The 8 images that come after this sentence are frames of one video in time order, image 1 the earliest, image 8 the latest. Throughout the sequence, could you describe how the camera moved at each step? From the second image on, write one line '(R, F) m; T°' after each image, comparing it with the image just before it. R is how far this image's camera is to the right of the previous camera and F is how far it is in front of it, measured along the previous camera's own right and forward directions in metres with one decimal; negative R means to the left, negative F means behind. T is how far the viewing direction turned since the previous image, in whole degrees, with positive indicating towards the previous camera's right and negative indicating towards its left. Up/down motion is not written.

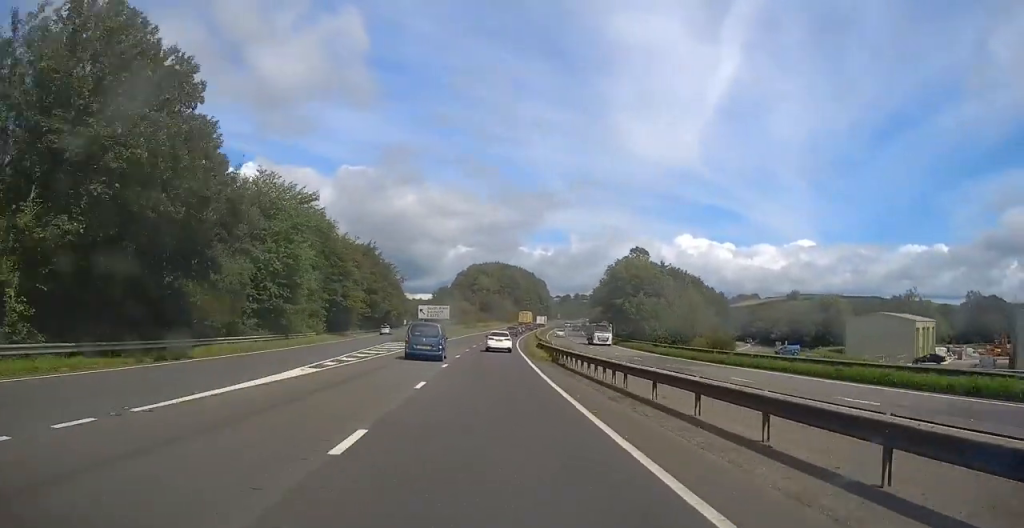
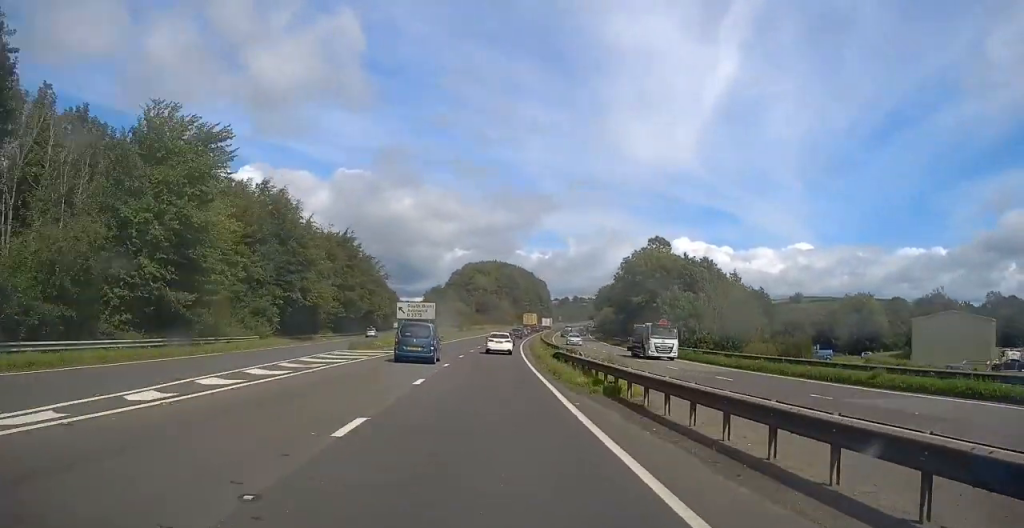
(0.0, +17.5) m; 0°
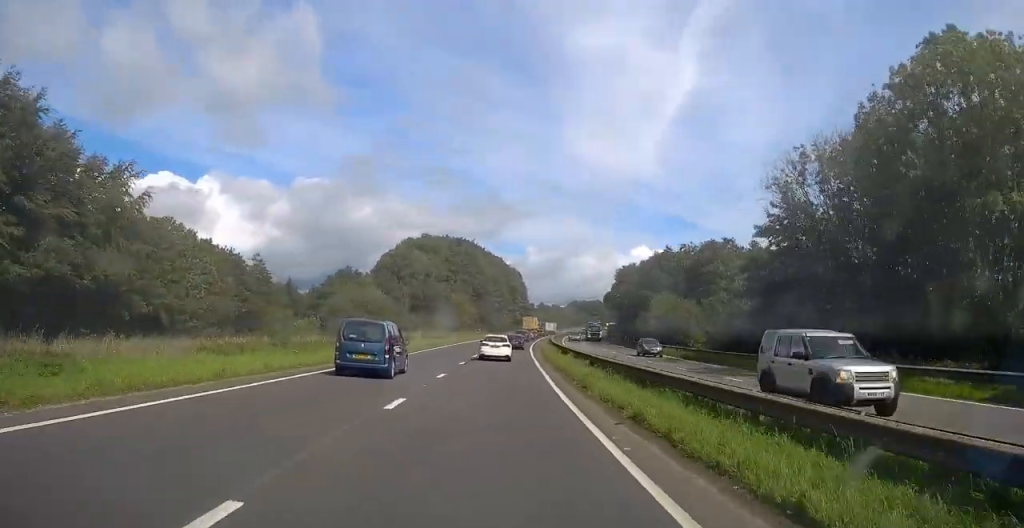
(+1.1, +82.5) m; +2°
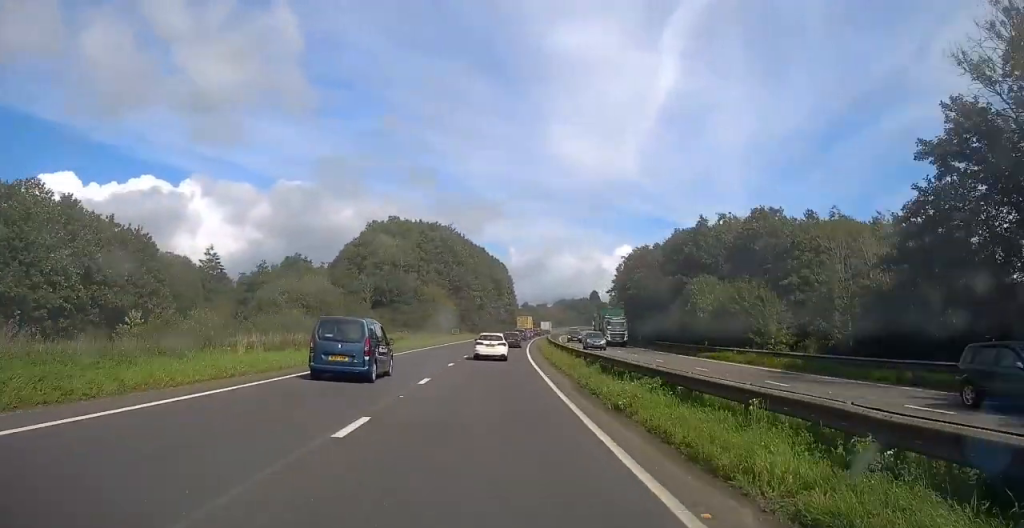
(+0.4, +22.5) m; +1°
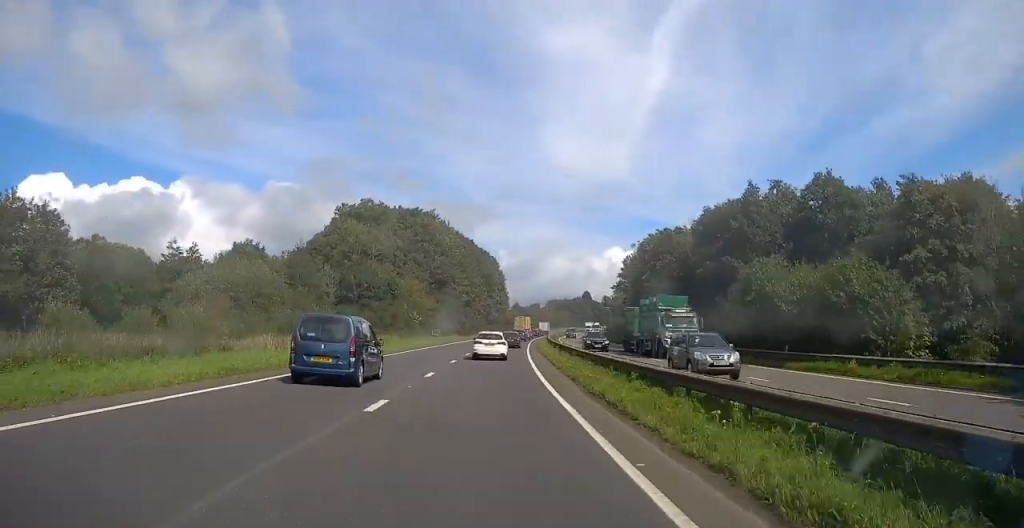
(+0.1, +16.5) m; +1°
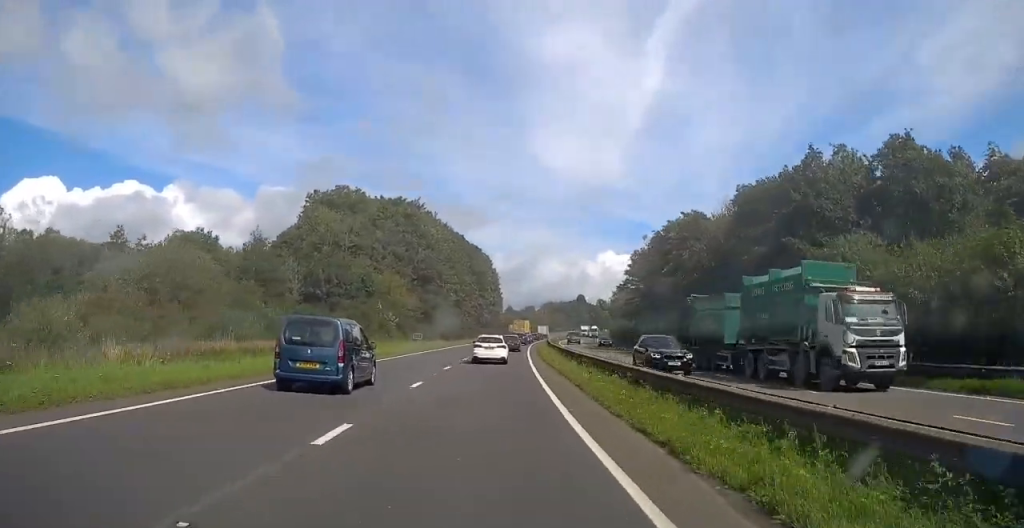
(-0.1, +12.5) m; +1°
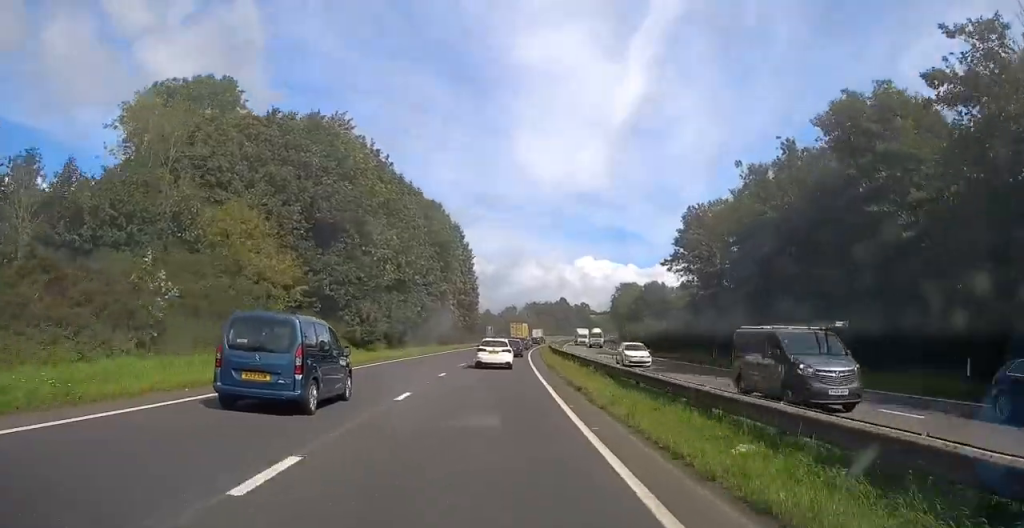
(+1.4, +40.5) m; +3°
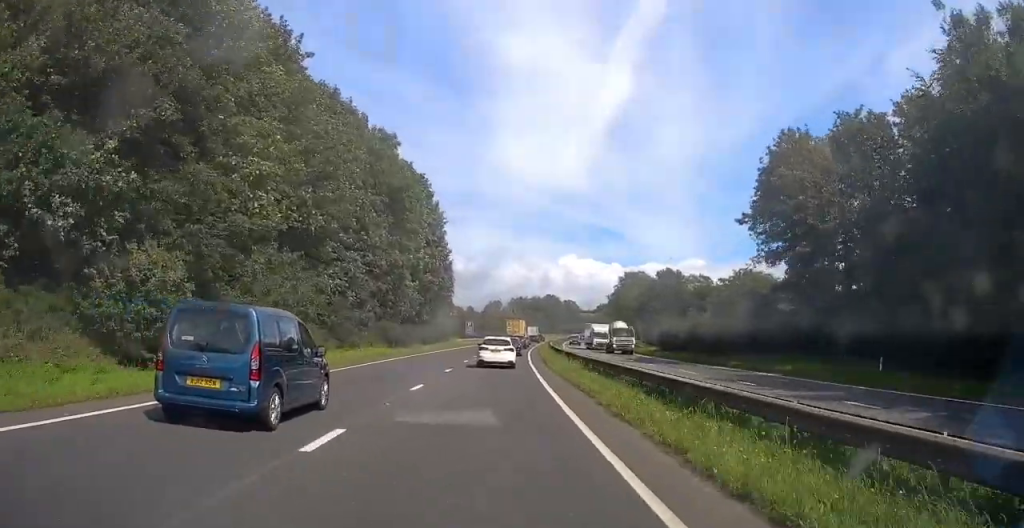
(0.0, +25.8) m; +1°
